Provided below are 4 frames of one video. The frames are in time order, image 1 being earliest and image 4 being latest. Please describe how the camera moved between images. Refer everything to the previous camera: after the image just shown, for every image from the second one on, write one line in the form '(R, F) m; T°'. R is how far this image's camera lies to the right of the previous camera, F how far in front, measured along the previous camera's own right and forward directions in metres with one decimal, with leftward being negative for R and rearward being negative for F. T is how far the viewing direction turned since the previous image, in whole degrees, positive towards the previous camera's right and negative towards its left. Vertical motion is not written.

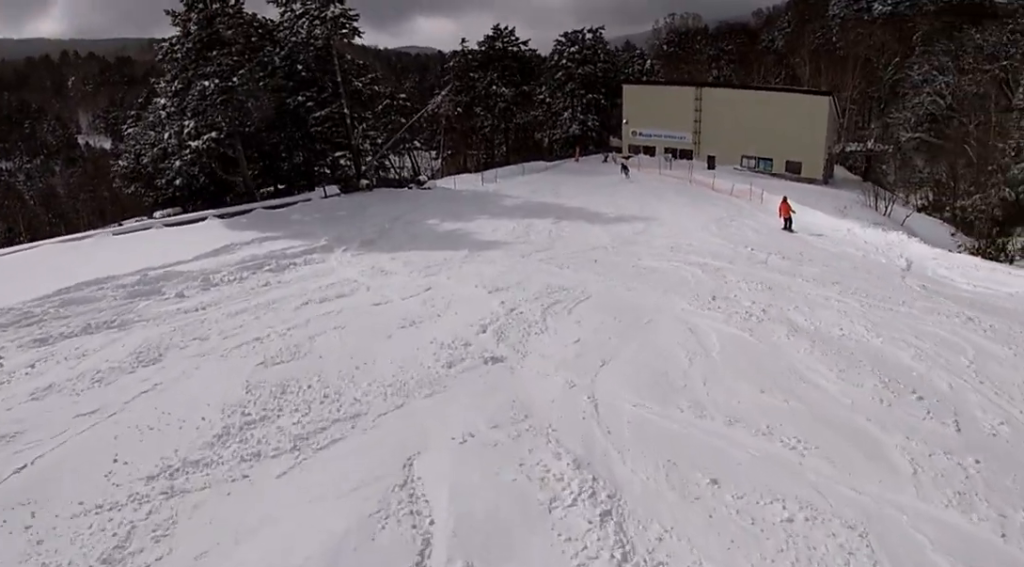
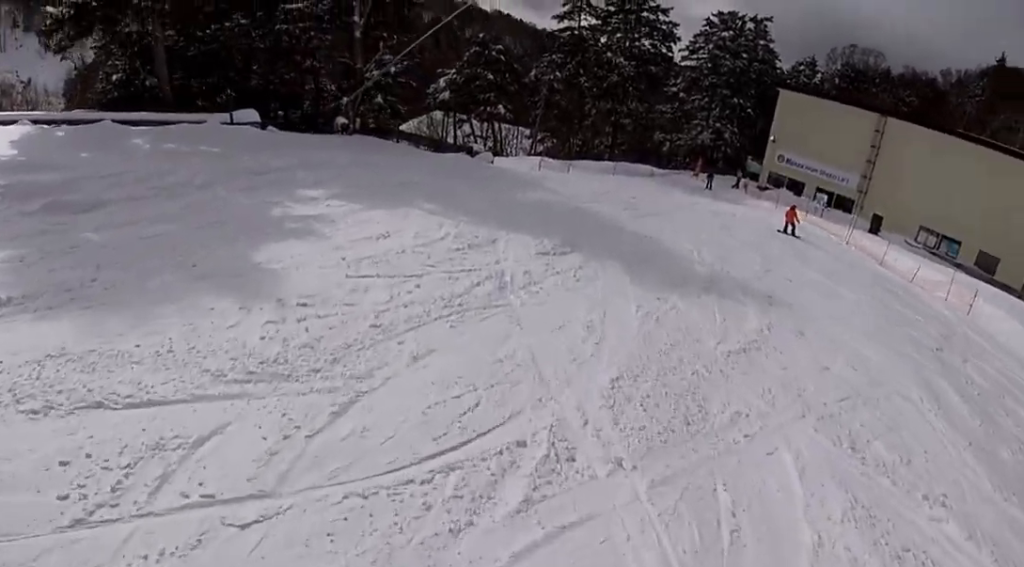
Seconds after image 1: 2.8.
(+1.6, +17.9) m; +2°
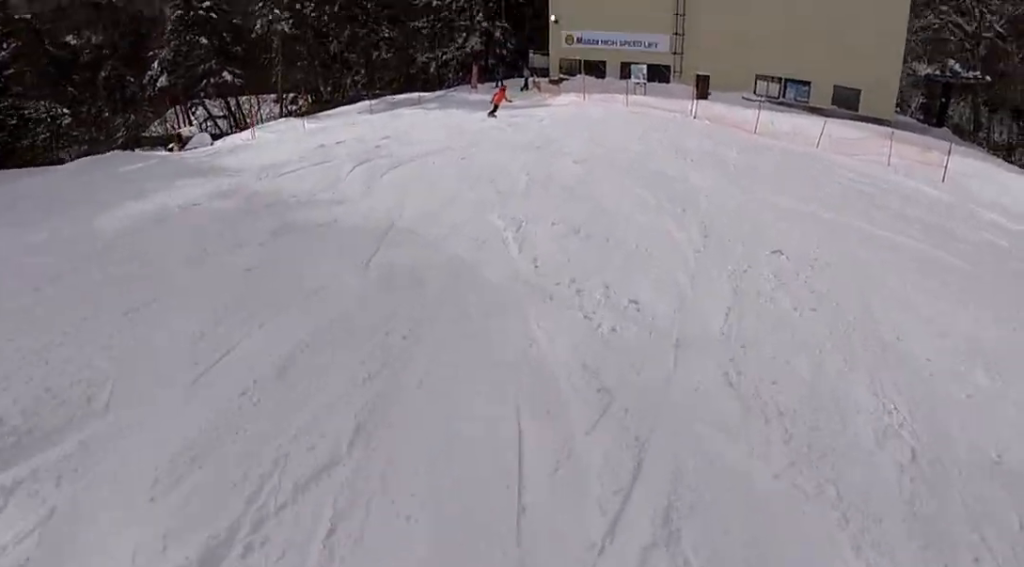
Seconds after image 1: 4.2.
(-0.5, +10.4) m; +4°
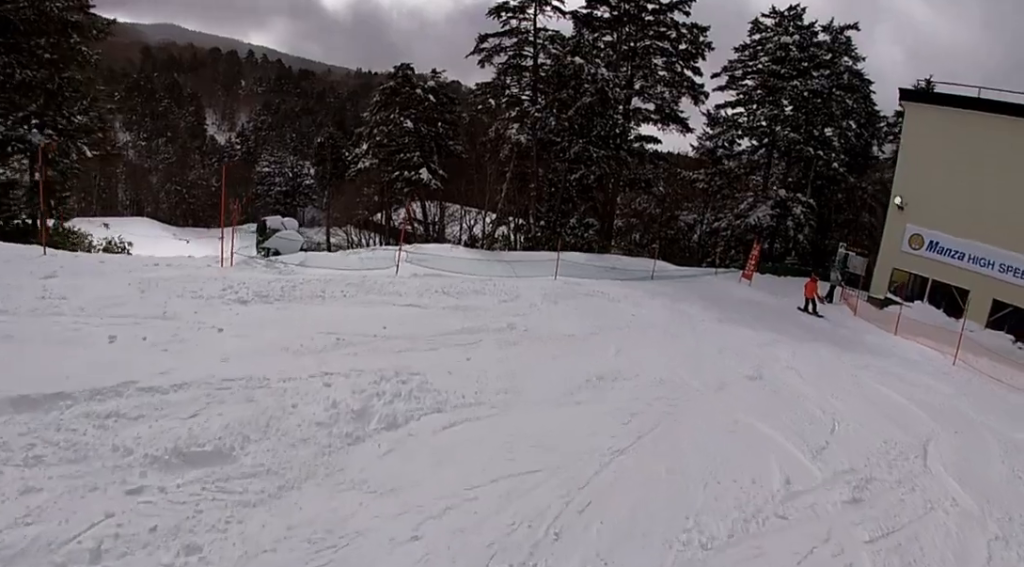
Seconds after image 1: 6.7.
(-2.0, +15.6) m; -10°
